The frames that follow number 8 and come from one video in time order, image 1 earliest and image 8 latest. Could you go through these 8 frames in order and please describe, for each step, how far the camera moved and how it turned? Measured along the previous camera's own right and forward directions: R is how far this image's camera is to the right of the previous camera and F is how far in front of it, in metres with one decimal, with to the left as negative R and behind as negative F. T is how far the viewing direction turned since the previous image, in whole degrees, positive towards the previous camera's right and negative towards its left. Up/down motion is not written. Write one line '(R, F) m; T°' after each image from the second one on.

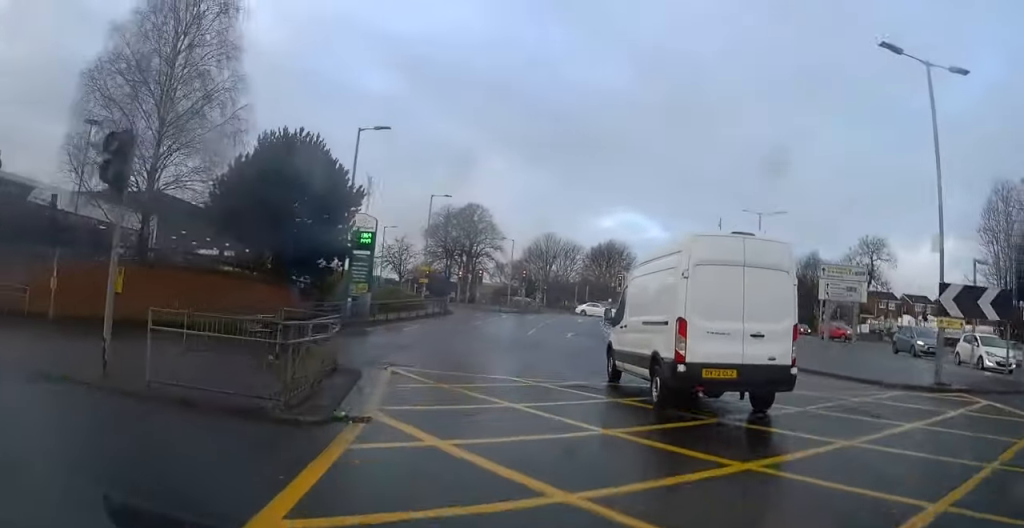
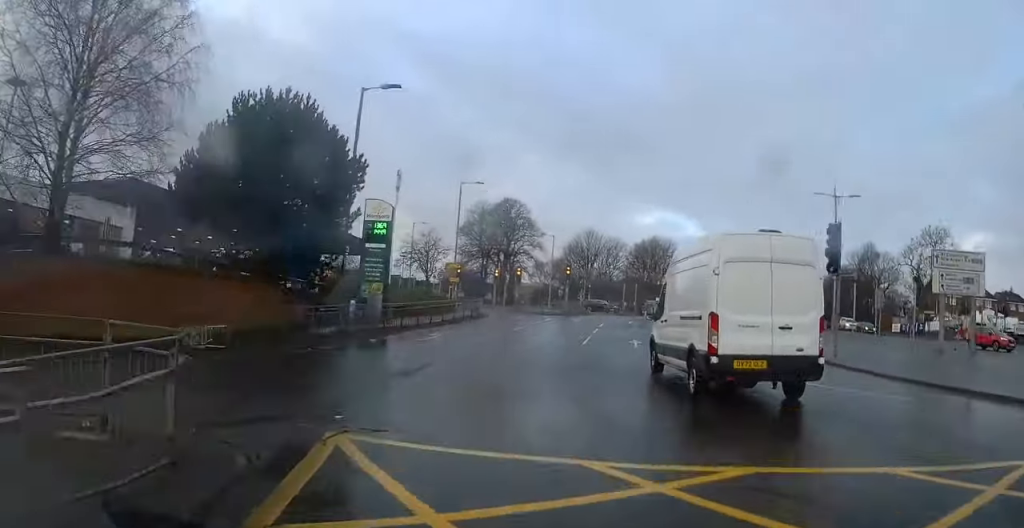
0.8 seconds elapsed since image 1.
(-0.4, +7.5) m; -7°
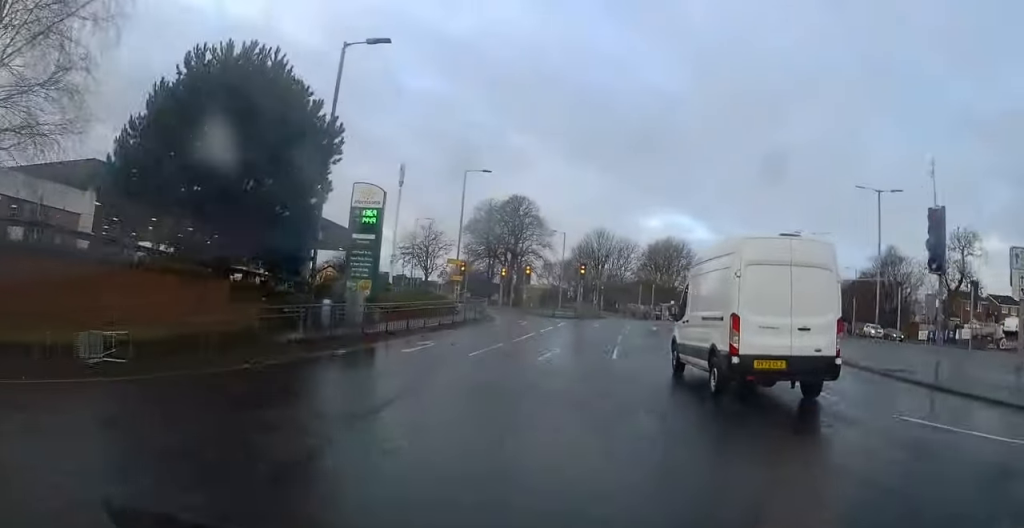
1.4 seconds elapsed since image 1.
(-0.3, +5.1) m; -2°
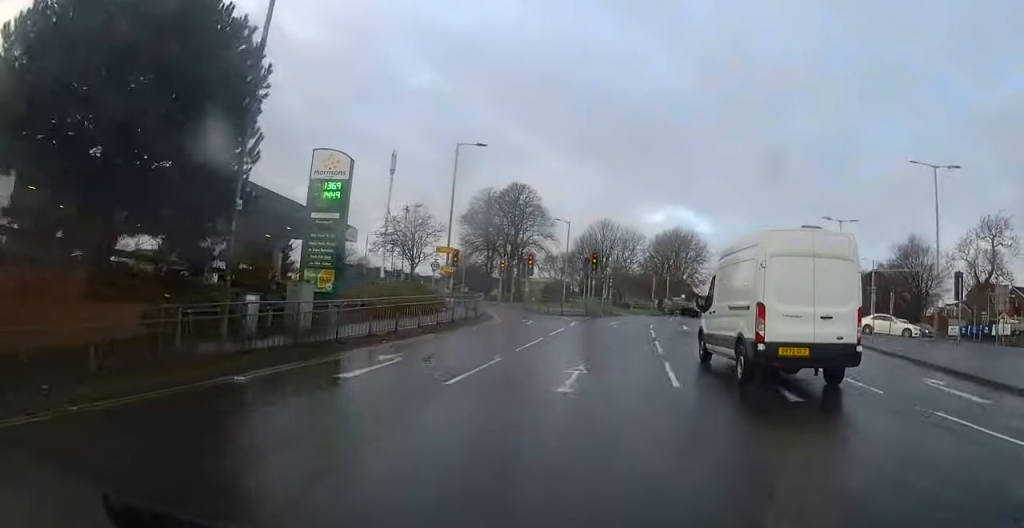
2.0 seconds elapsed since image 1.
(-0.4, +6.6) m; -1°
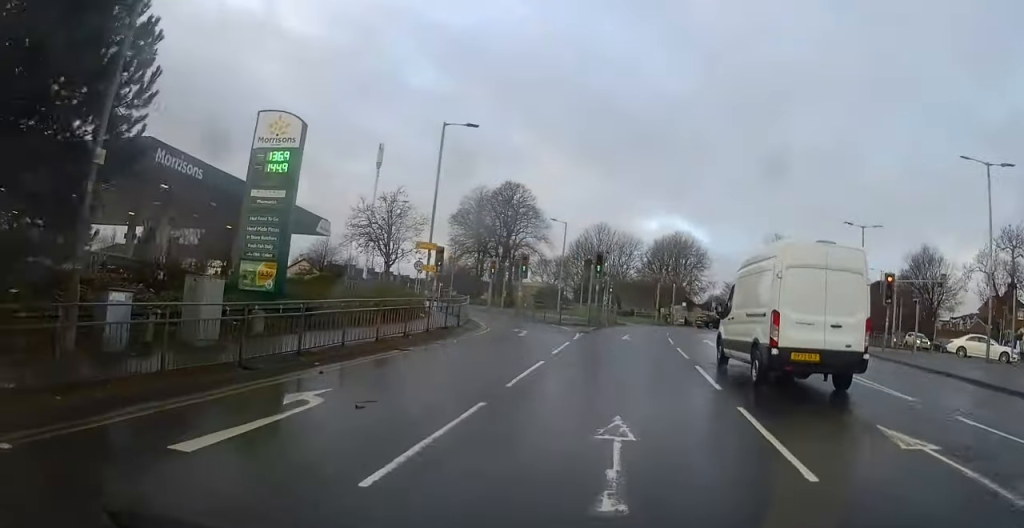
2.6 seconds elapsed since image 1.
(+0.2, +5.8) m; +1°
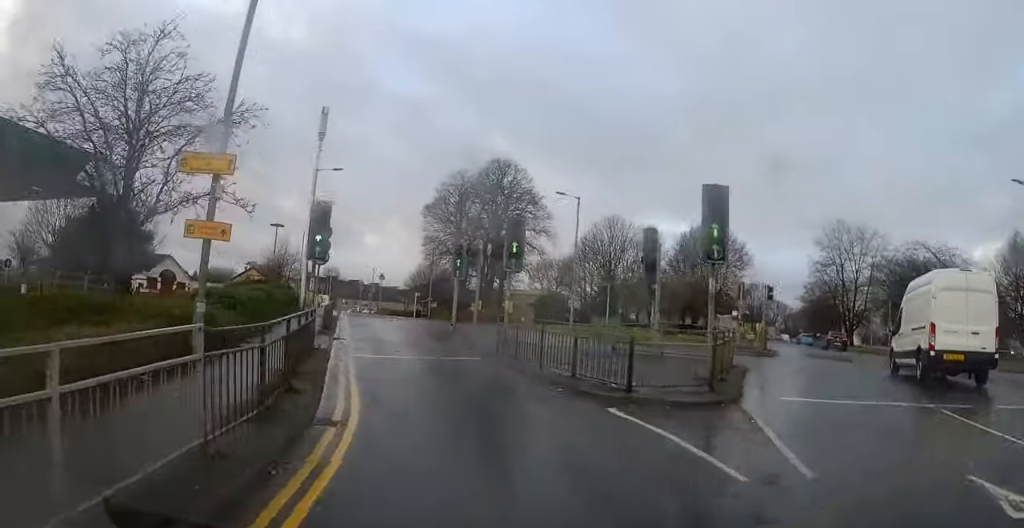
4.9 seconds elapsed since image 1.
(-0.3, +23.3) m; -3°
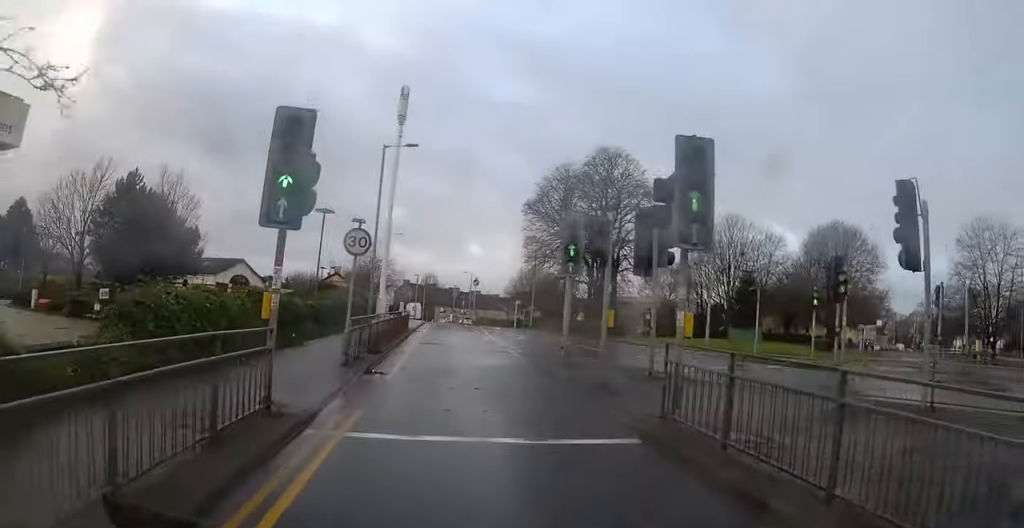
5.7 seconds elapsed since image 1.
(0.0, +9.4) m; -4°
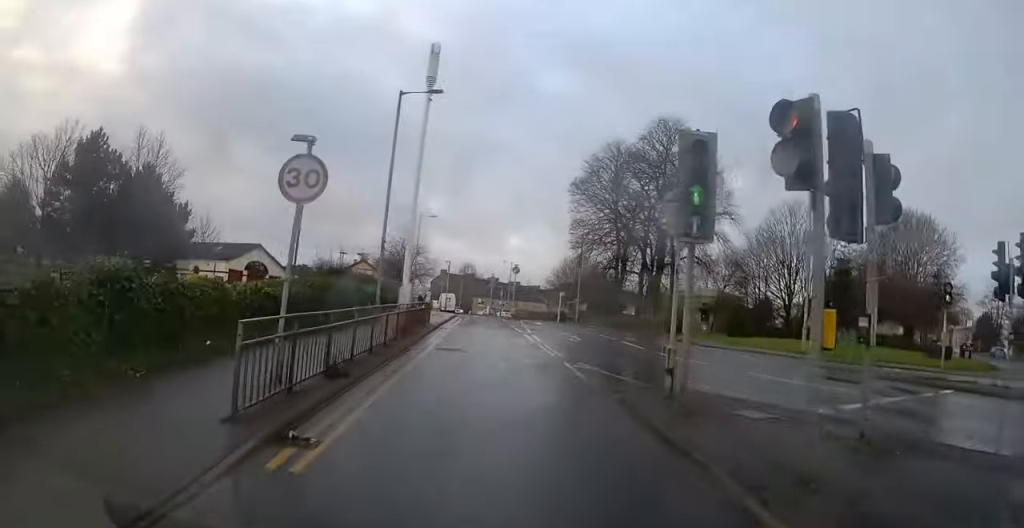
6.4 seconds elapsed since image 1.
(-0.3, +7.7) m; -3°
